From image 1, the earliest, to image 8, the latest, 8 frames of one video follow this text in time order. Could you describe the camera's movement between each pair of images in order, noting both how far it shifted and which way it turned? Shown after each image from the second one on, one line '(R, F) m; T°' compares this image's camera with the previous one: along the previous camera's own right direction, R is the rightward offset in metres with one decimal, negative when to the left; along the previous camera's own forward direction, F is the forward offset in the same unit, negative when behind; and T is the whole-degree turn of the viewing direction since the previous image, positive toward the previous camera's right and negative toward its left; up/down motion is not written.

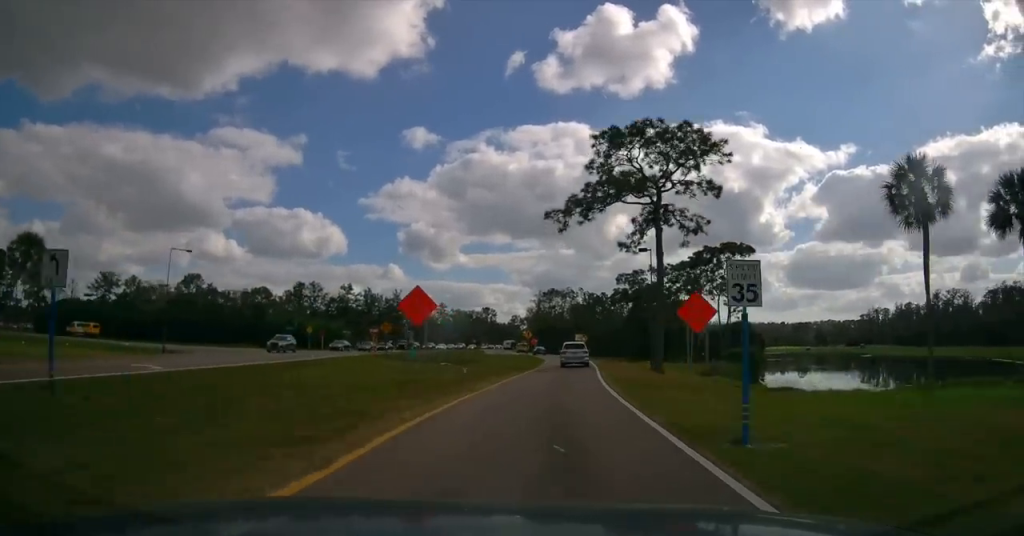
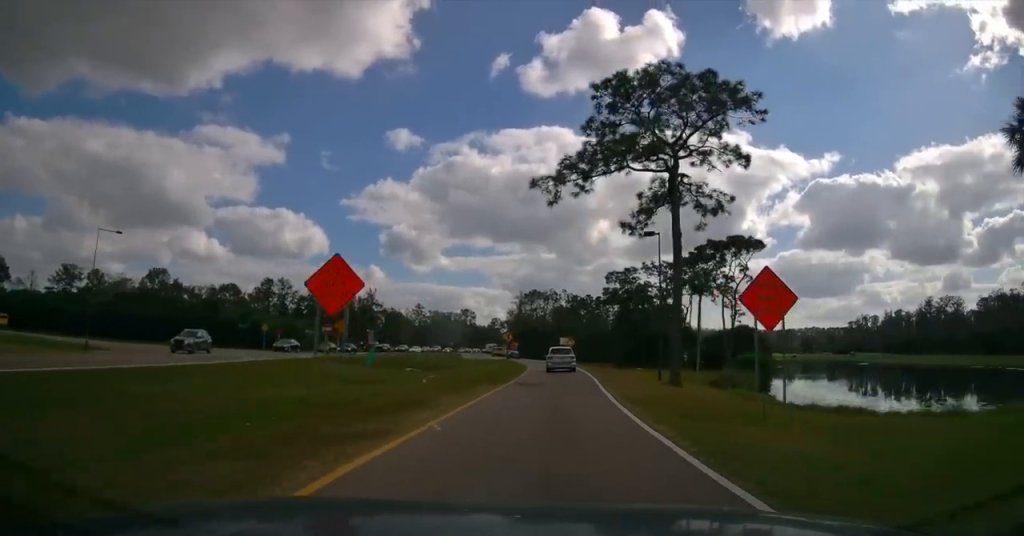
(0.0, +8.3) m; 0°
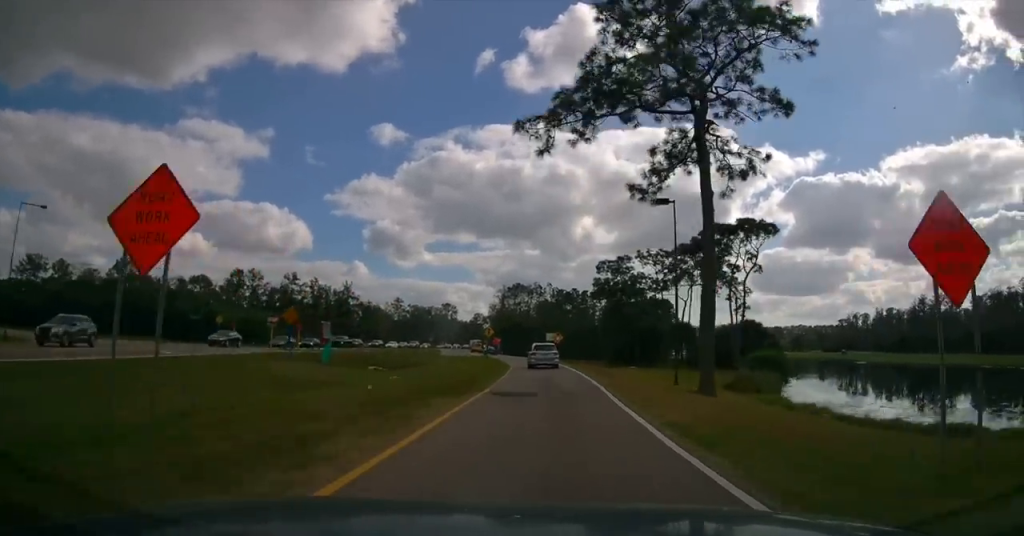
(0.0, +7.3) m; 0°
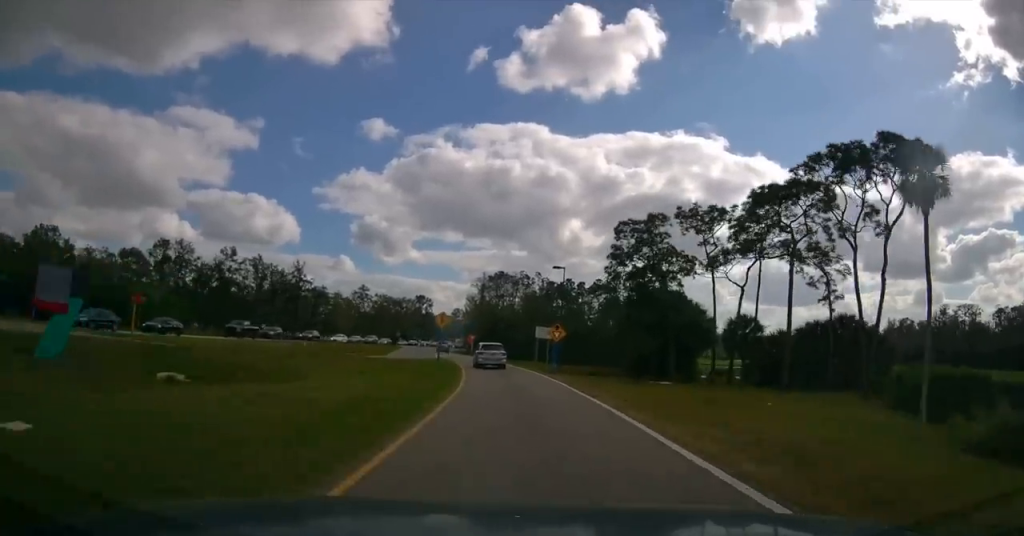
(+0.2, +25.5) m; 0°
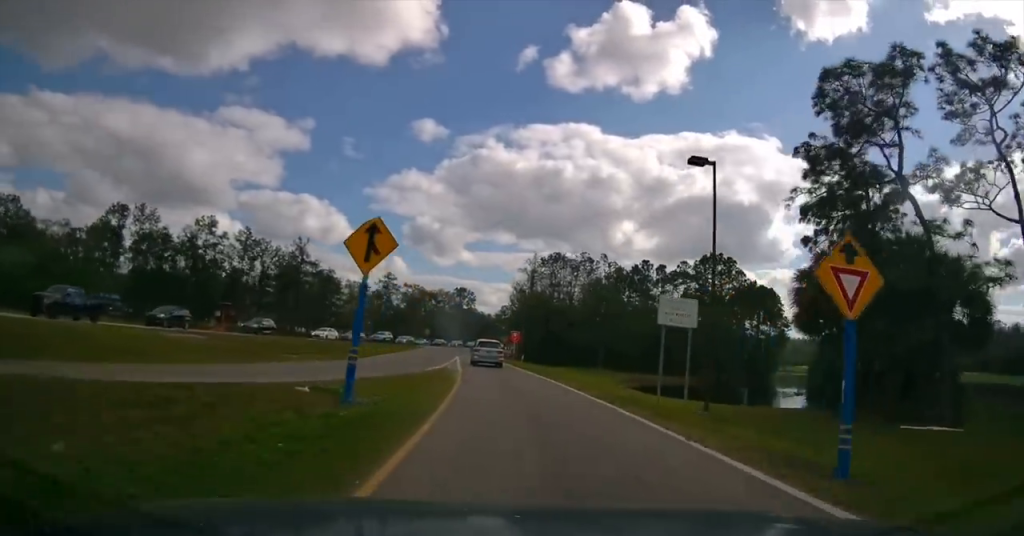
(-0.8, +28.9) m; -4°
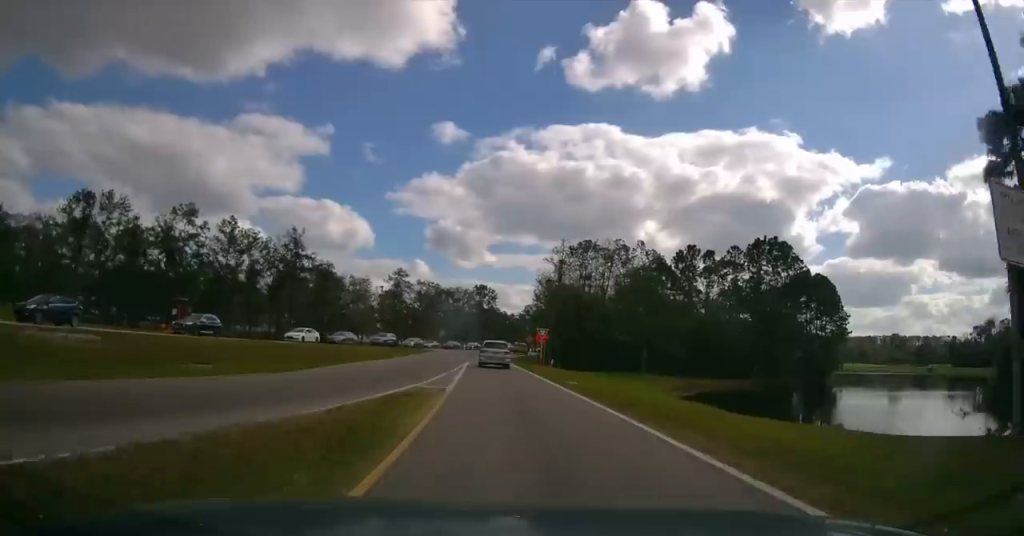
(-0.3, +13.2) m; -3°
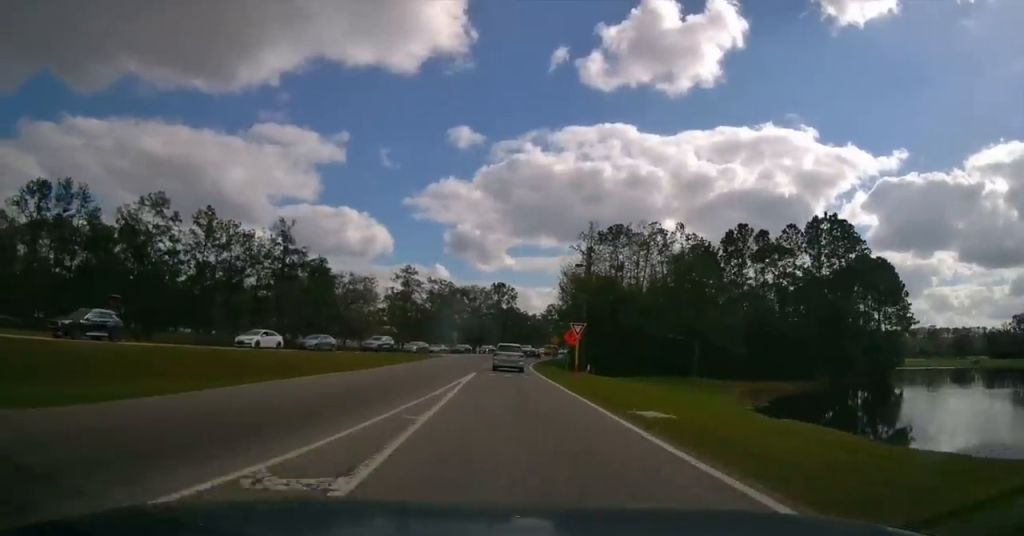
(-0.3, +12.4) m; -2°
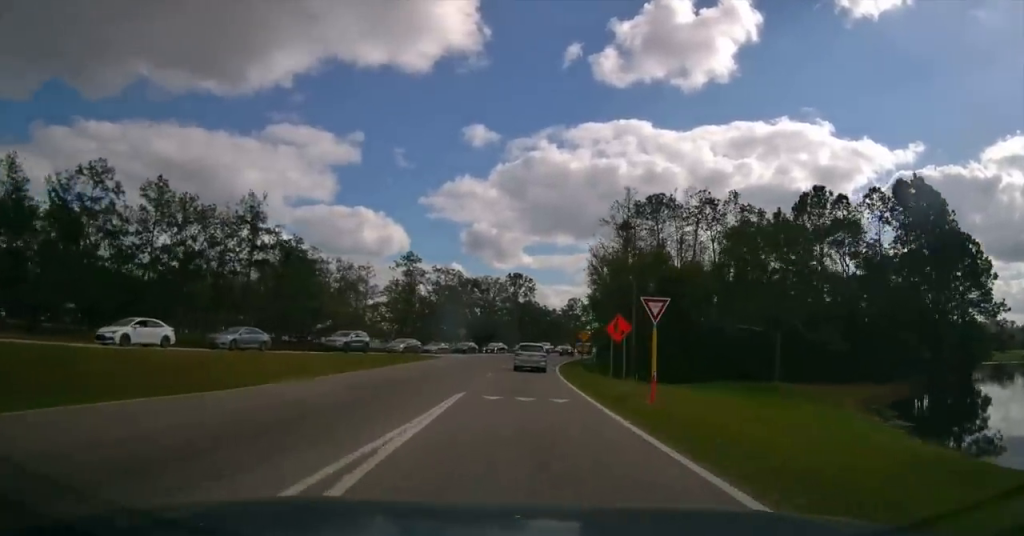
(-0.1, +15.0) m; 0°
